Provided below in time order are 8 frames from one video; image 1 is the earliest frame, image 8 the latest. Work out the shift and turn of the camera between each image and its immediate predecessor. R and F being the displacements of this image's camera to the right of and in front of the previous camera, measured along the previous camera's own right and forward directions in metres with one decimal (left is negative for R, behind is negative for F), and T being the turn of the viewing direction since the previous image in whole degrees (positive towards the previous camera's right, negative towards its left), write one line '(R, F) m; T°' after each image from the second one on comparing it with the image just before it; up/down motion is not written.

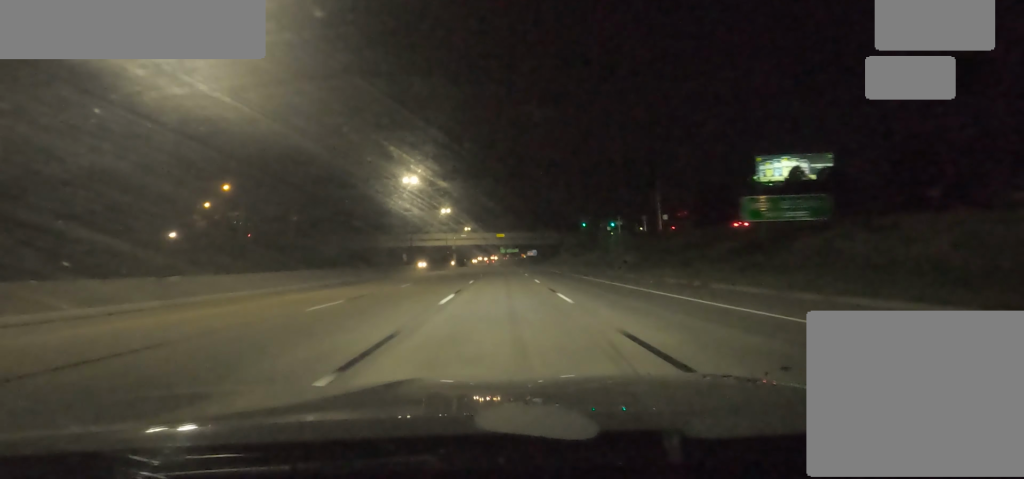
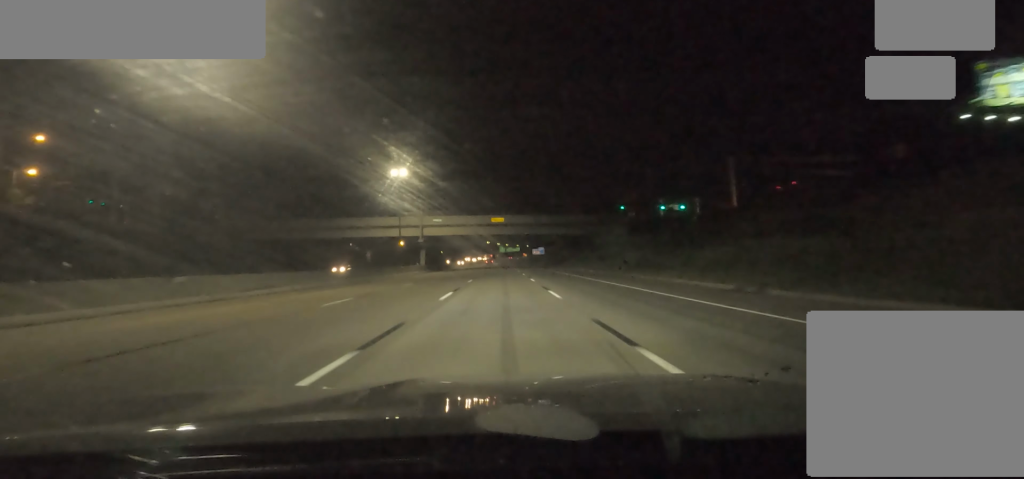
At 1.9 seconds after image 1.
(0.0, +52.7) m; +1°
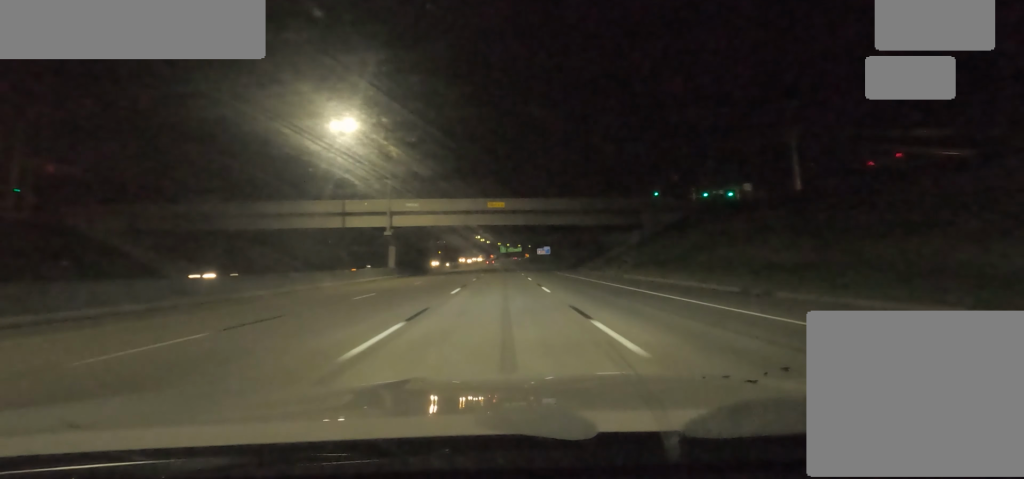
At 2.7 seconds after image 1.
(+0.3, +23.2) m; +2°
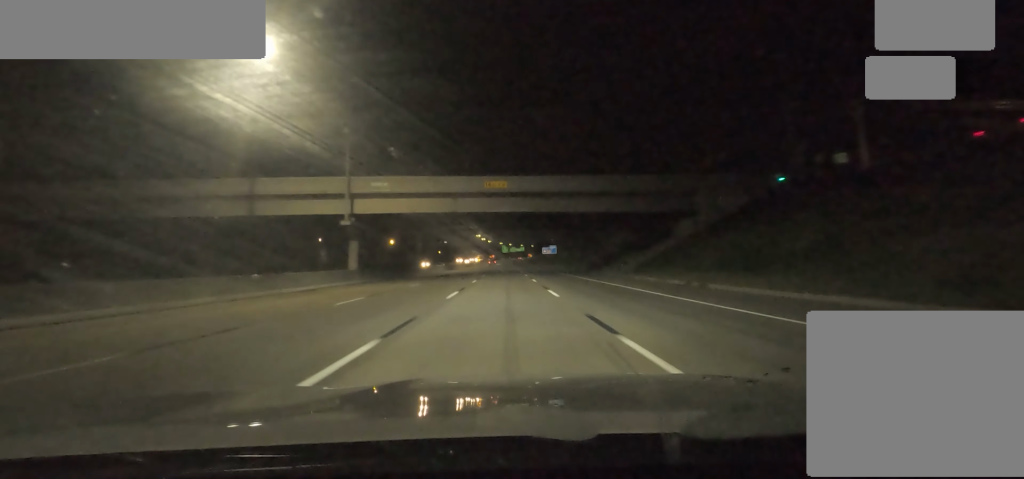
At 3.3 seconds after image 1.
(+0.8, +15.8) m; 0°
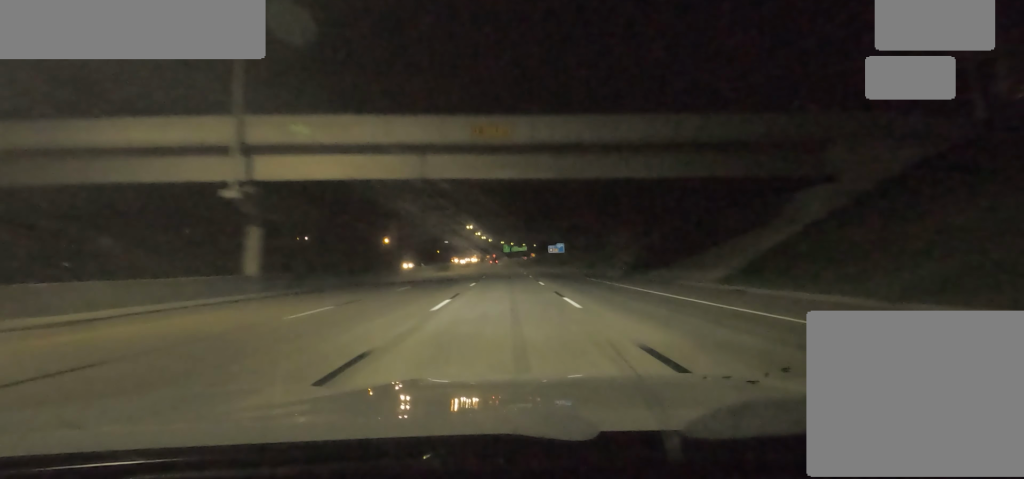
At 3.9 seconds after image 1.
(-0.5, +17.3) m; -1°
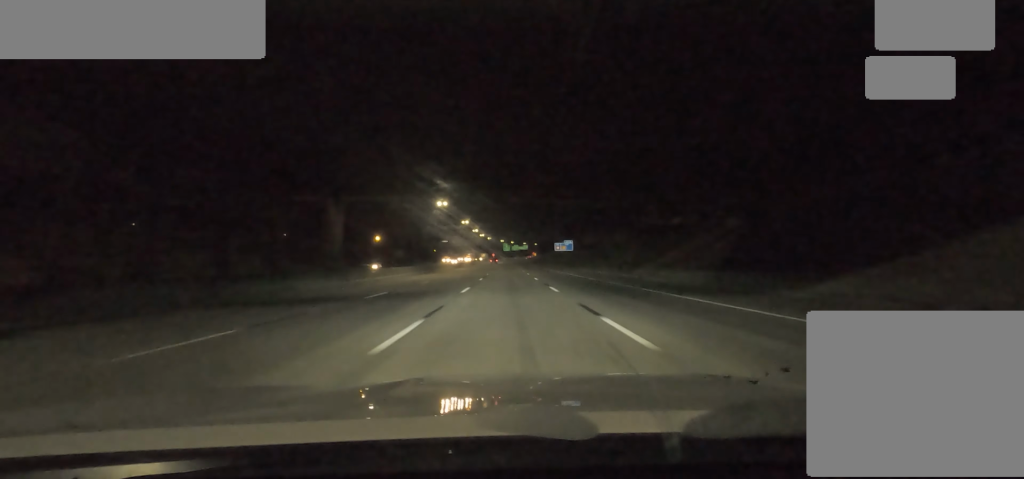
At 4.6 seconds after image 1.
(-0.6, +19.8) m; -2°
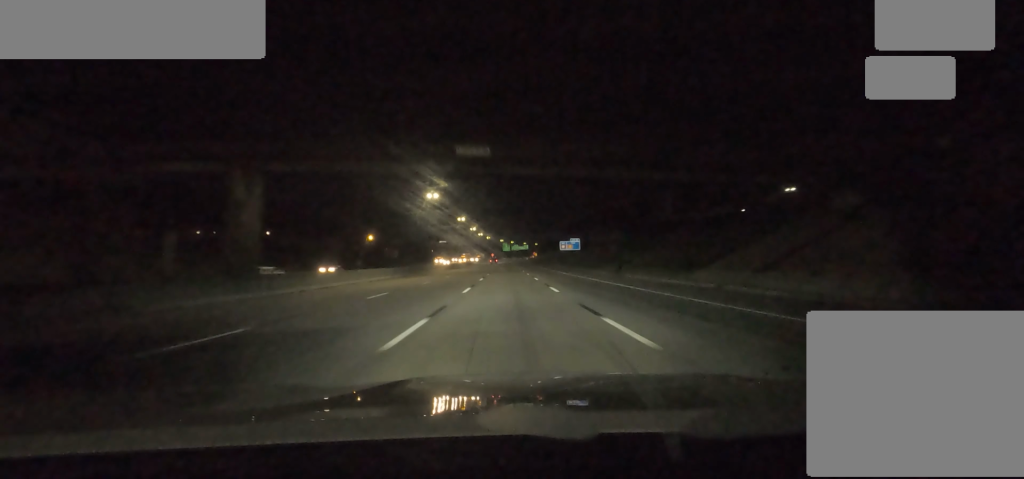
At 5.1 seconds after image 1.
(0.0, +13.7) m; 0°
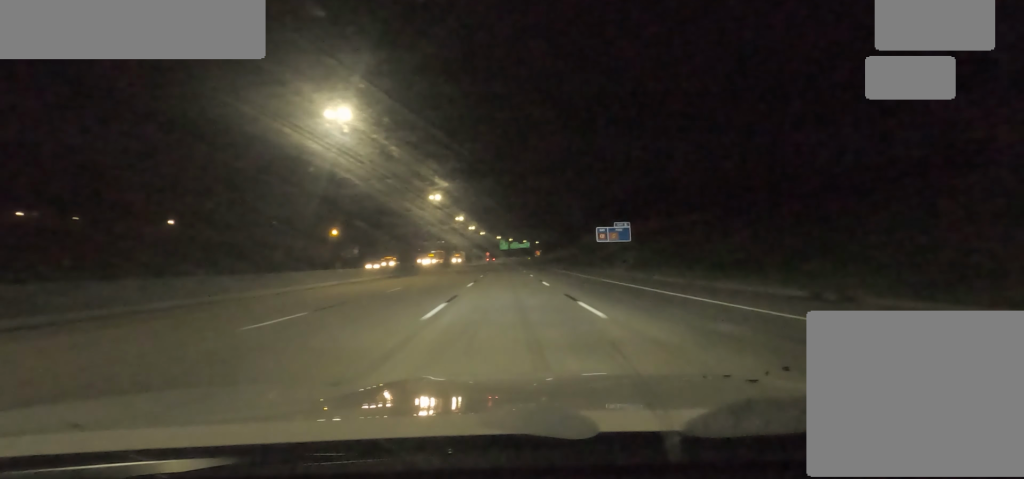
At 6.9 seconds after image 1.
(0.0, +50.1) m; 0°
